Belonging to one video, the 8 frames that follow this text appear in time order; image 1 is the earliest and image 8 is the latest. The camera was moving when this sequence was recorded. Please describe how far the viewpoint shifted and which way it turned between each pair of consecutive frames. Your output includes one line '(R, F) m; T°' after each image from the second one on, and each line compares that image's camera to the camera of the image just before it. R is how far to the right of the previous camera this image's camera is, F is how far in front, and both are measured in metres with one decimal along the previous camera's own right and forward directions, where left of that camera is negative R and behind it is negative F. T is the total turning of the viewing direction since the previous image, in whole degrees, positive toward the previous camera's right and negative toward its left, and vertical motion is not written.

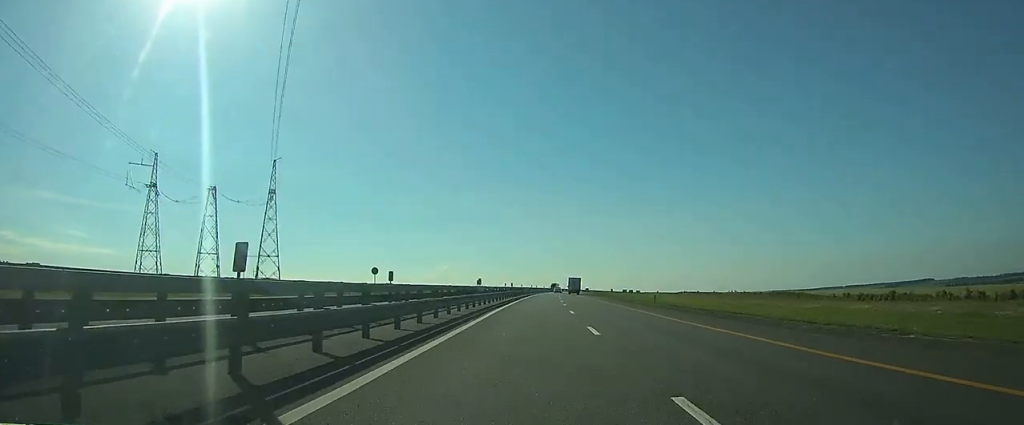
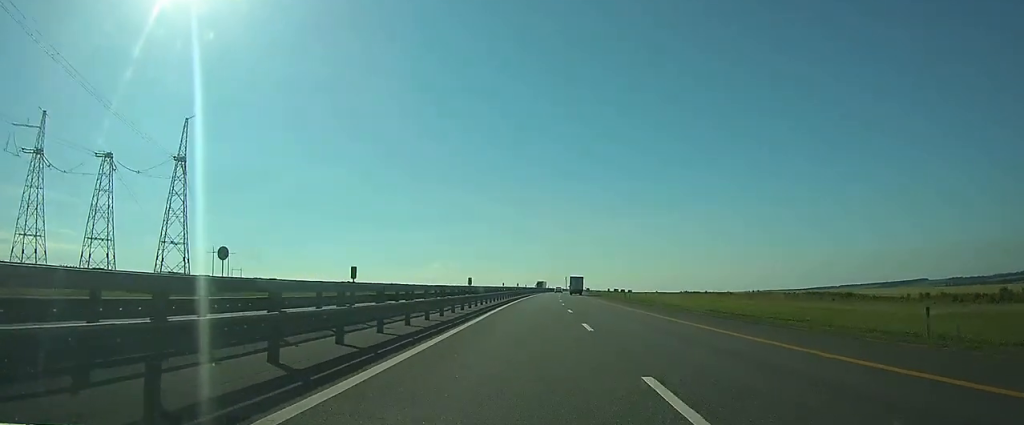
(+0.1, +34.1) m; 0°
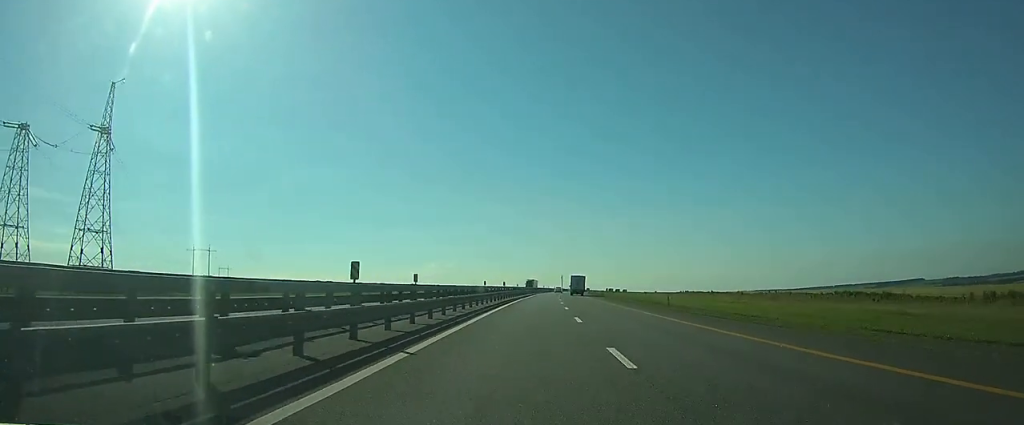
(+0.1, +19.8) m; +1°
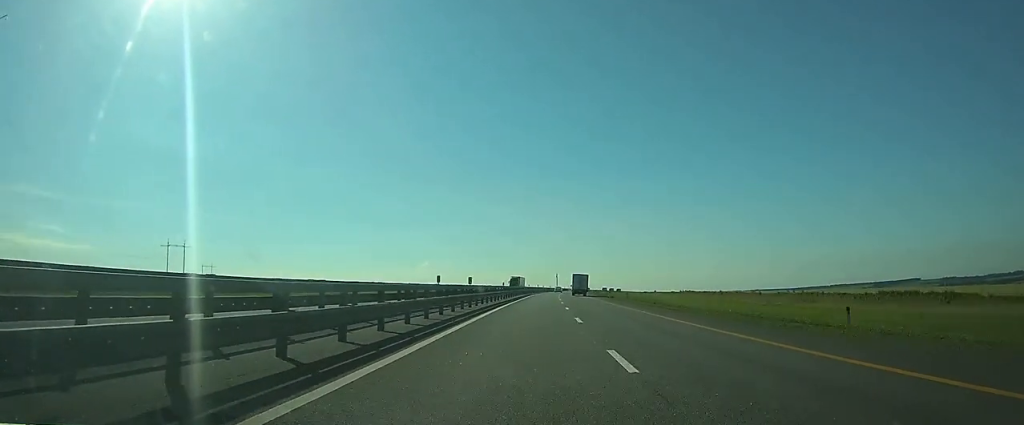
(+0.1, +24.2) m; +1°
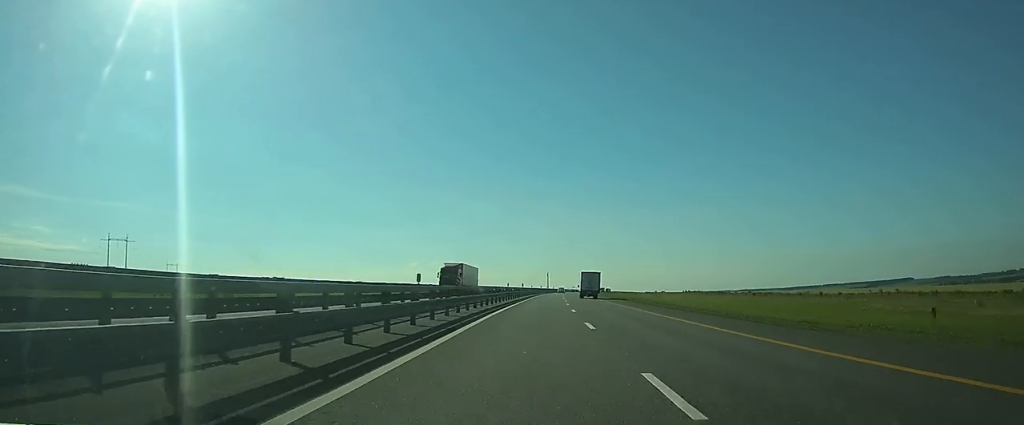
(+0.6, +50.6) m; +2°
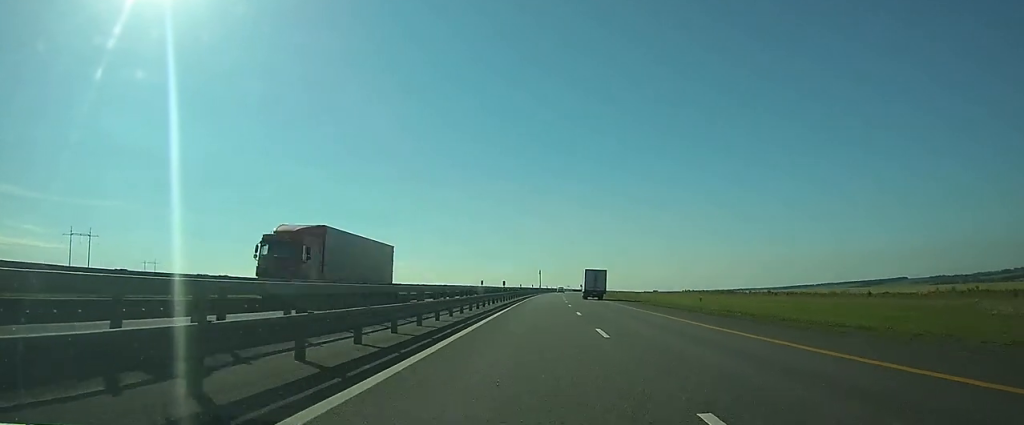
(+0.3, +26.5) m; +1°
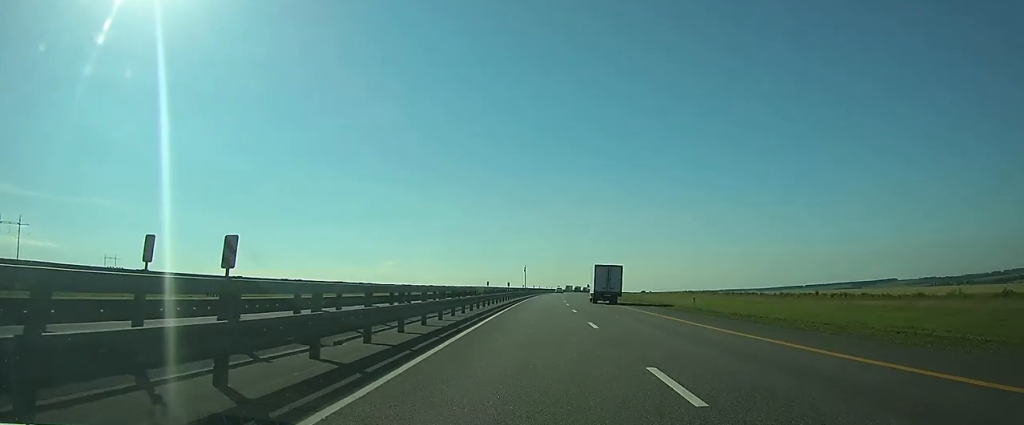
(+0.2, +44.1) m; +1°
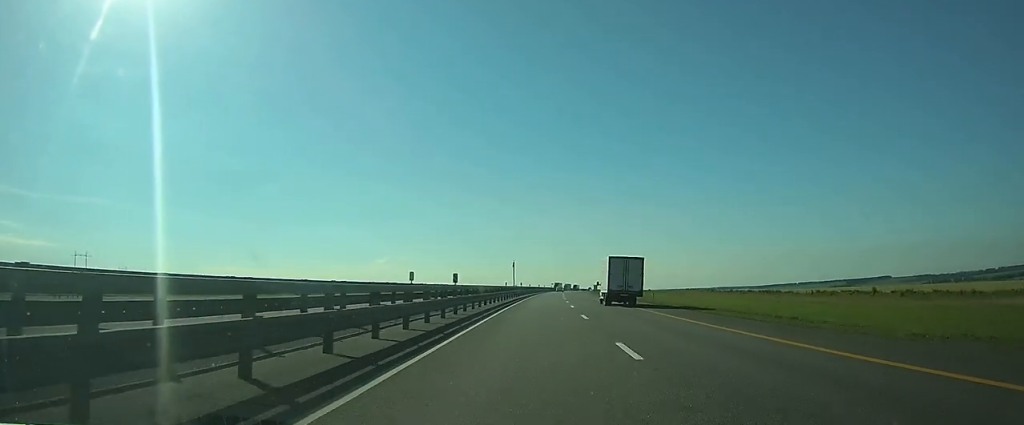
(+0.3, +31.9) m; +1°
